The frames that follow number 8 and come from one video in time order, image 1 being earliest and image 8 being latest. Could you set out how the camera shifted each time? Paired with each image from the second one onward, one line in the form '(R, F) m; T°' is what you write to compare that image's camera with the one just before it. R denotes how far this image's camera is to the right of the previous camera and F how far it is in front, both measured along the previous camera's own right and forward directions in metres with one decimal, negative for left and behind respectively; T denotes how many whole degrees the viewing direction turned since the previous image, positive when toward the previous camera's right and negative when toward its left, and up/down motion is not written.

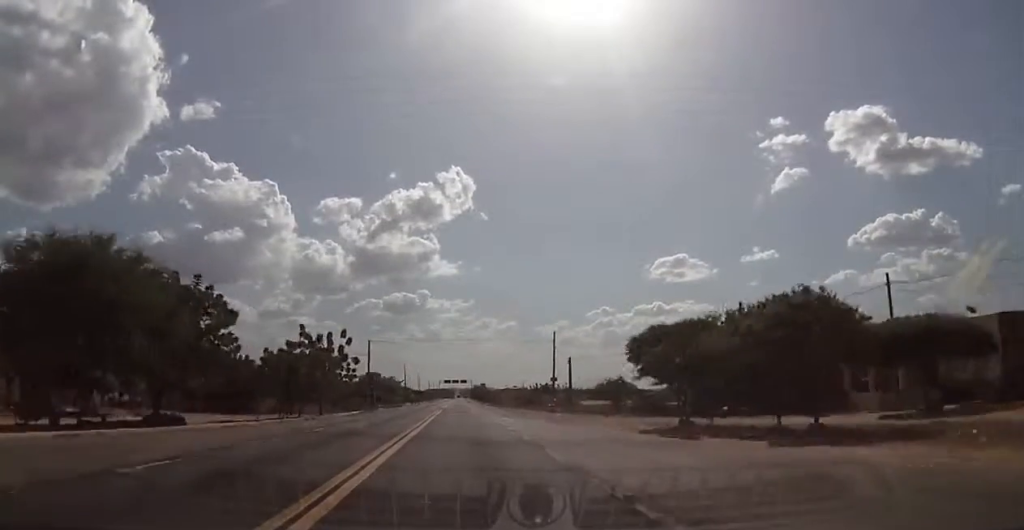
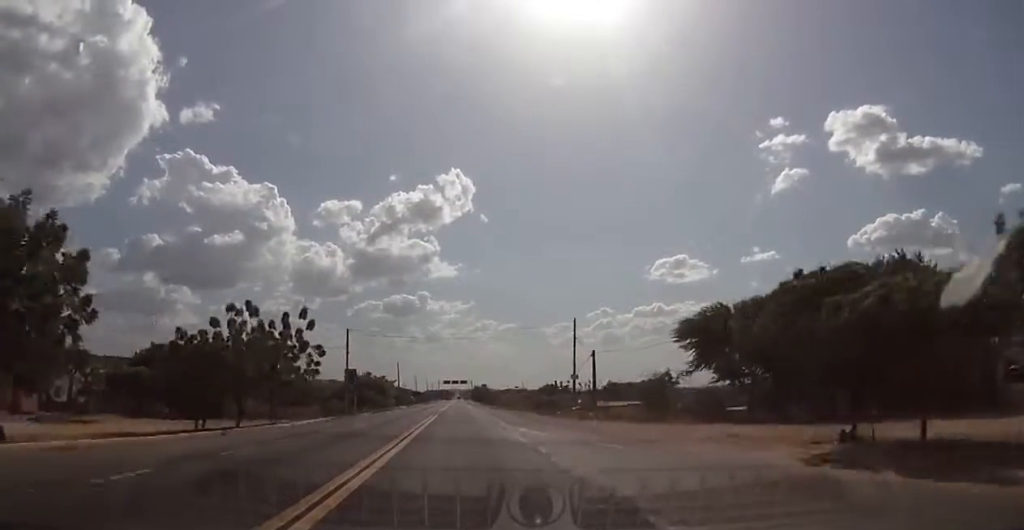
(0.0, +12.2) m; 0°
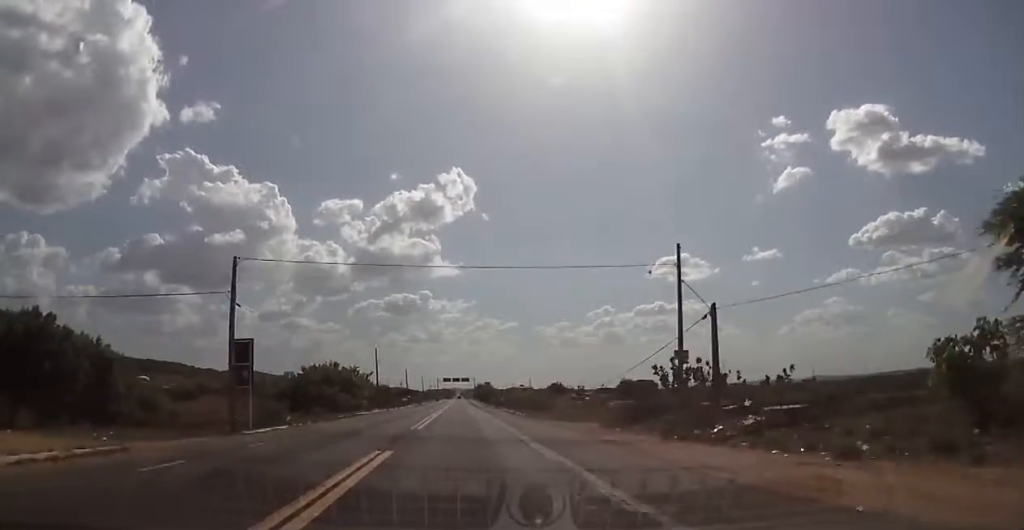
(-0.5, +27.1) m; -1°
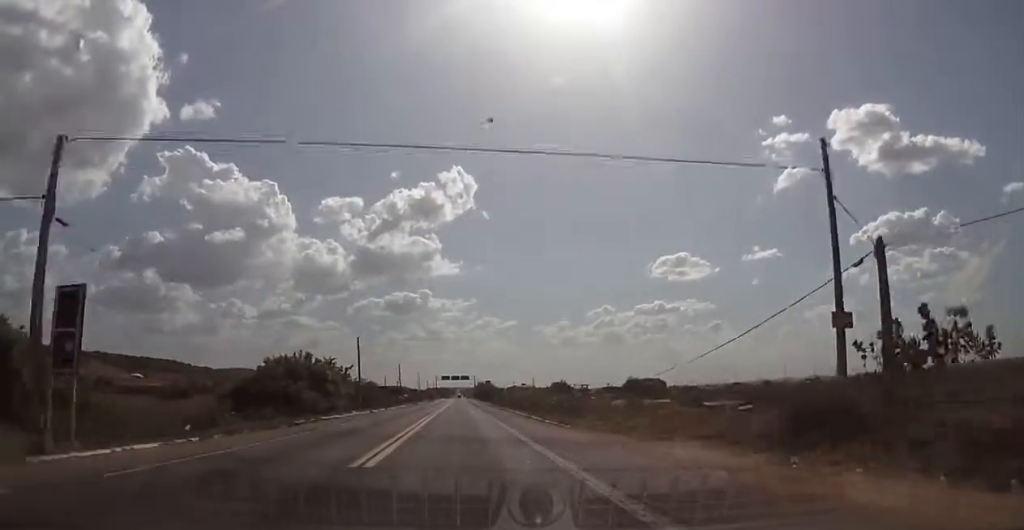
(-0.1, +13.0) m; +1°
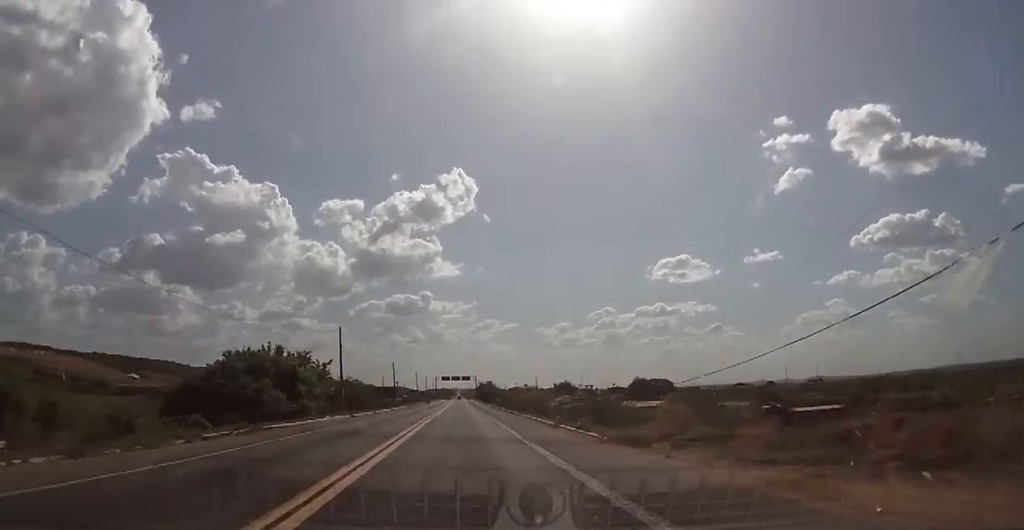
(+0.5, +9.7) m; 0°
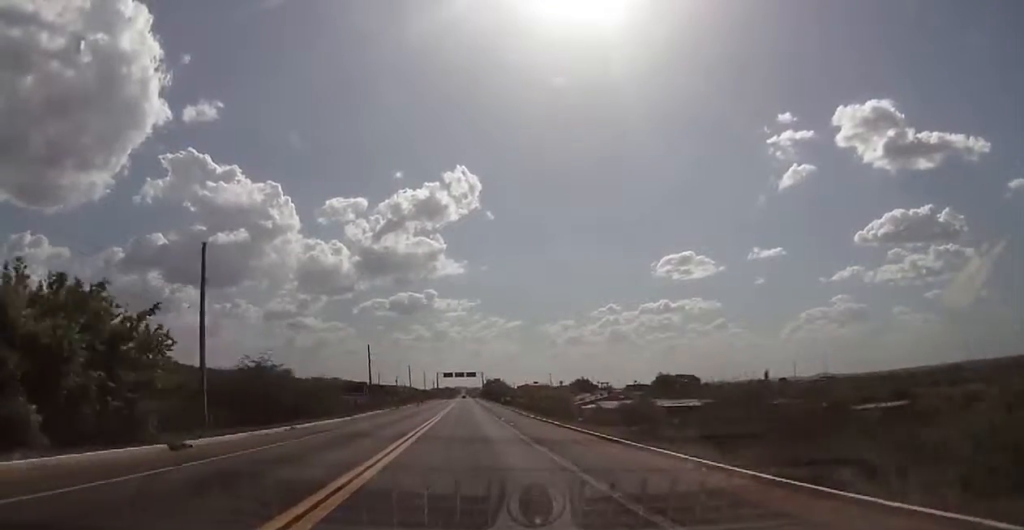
(-0.5, +29.3) m; -1°
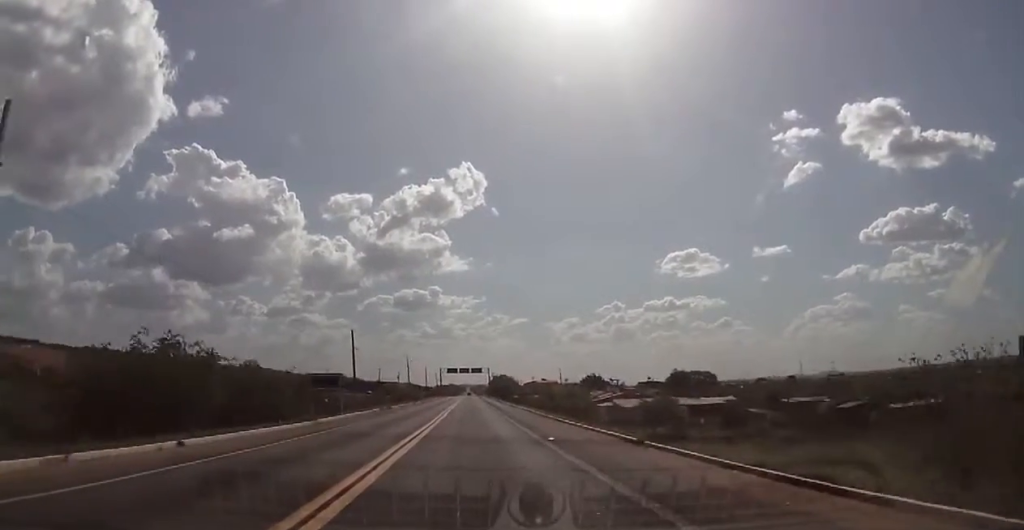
(+0.2, +12.6) m; 0°
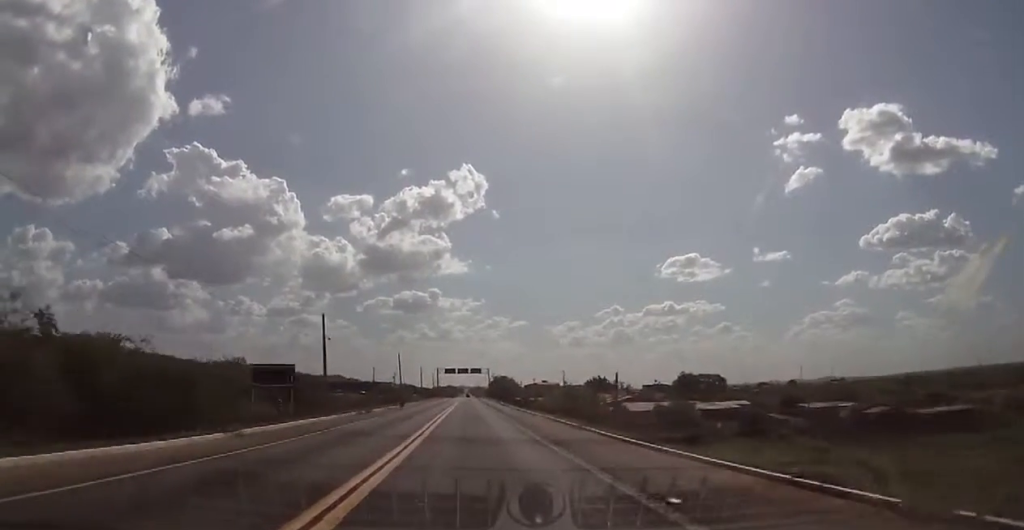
(+0.1, +11.2) m; 0°
